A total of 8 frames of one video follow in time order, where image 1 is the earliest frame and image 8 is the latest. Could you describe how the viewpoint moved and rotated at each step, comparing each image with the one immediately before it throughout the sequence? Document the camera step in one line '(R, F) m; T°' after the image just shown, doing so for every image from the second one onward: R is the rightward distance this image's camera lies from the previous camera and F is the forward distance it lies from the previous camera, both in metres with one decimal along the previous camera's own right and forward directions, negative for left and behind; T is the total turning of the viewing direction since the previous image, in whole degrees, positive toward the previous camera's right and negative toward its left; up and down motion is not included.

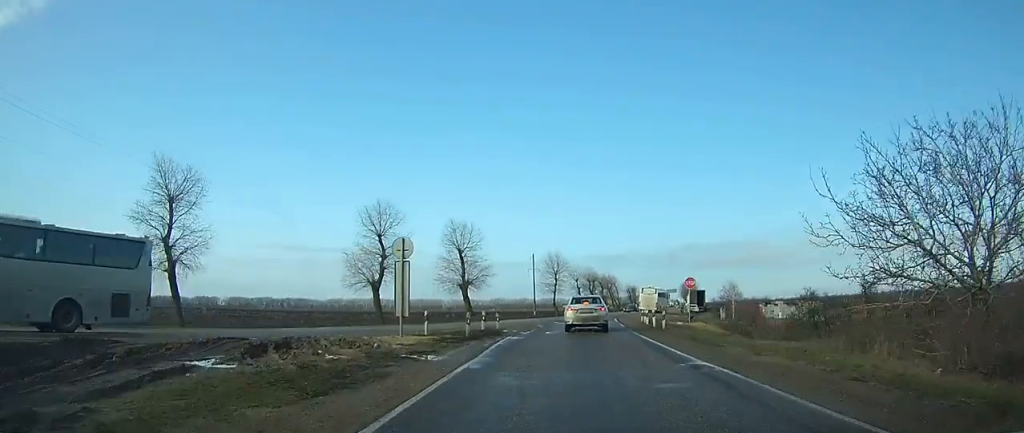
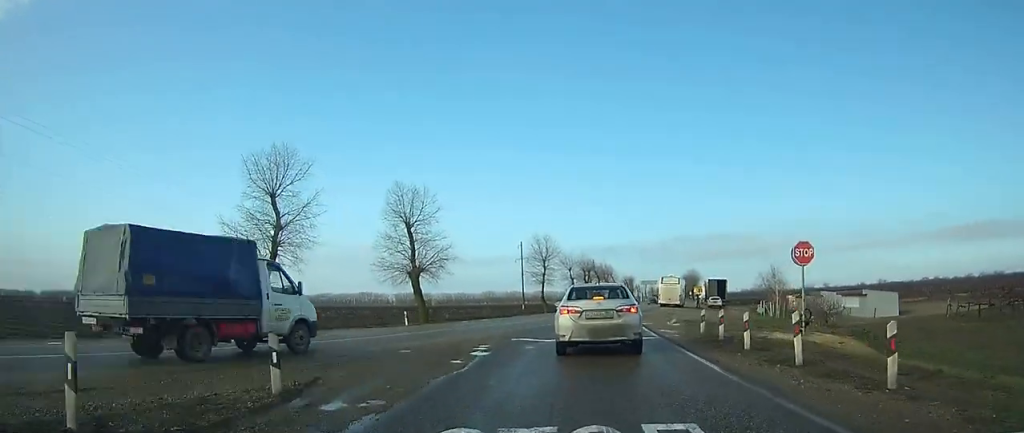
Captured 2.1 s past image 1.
(-0.2, +12.6) m; -4°
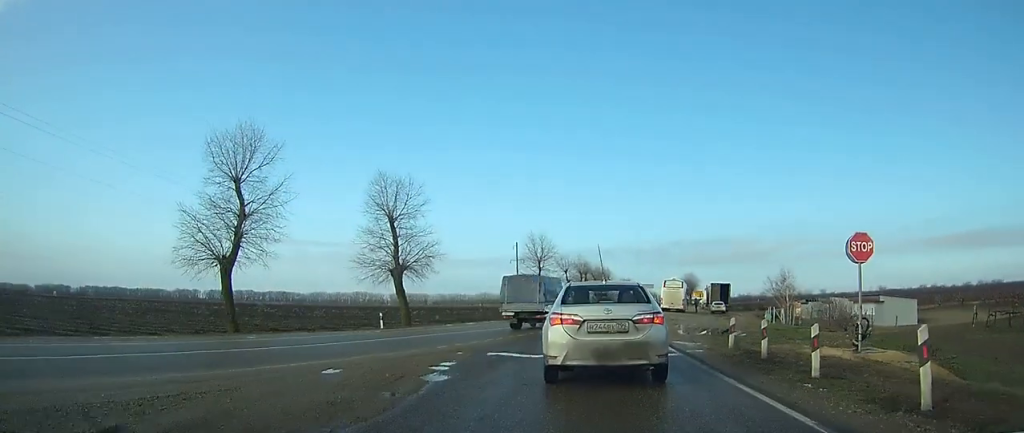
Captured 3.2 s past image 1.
(-0.3, +2.7) m; -3°
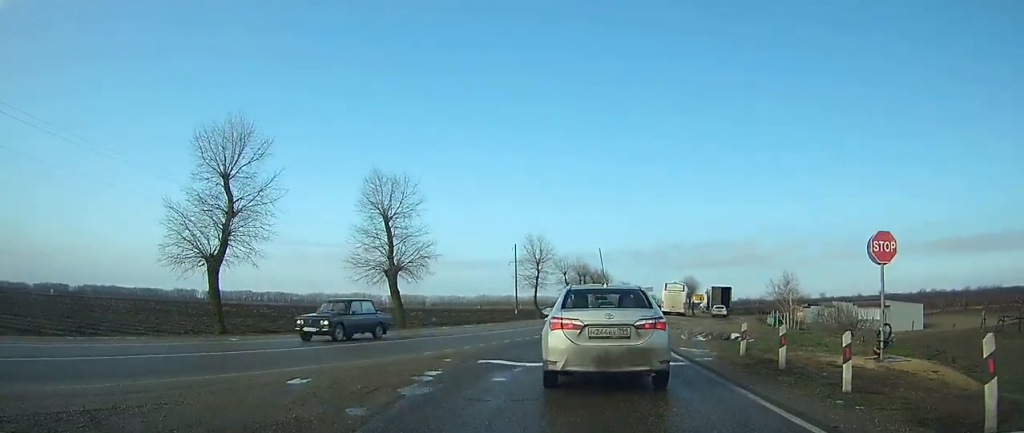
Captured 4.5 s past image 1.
(-0.1, +2.8) m; -2°
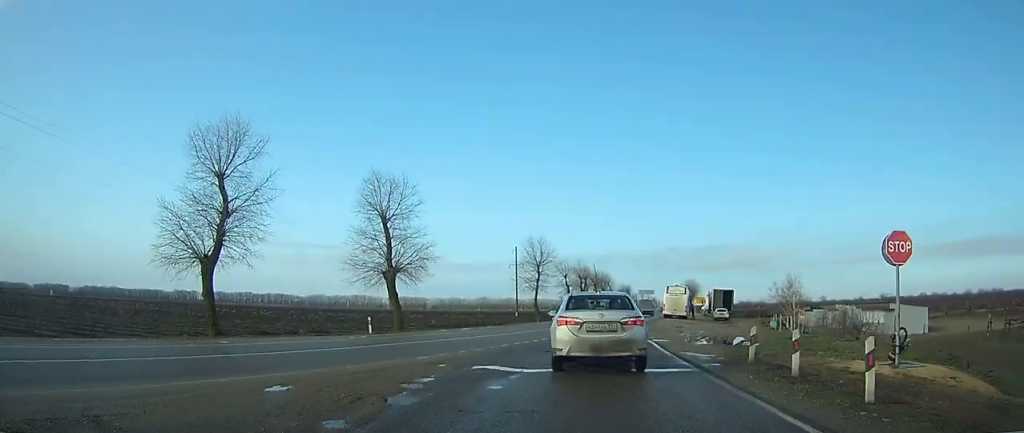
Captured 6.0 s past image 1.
(0.0, +2.0) m; +3°
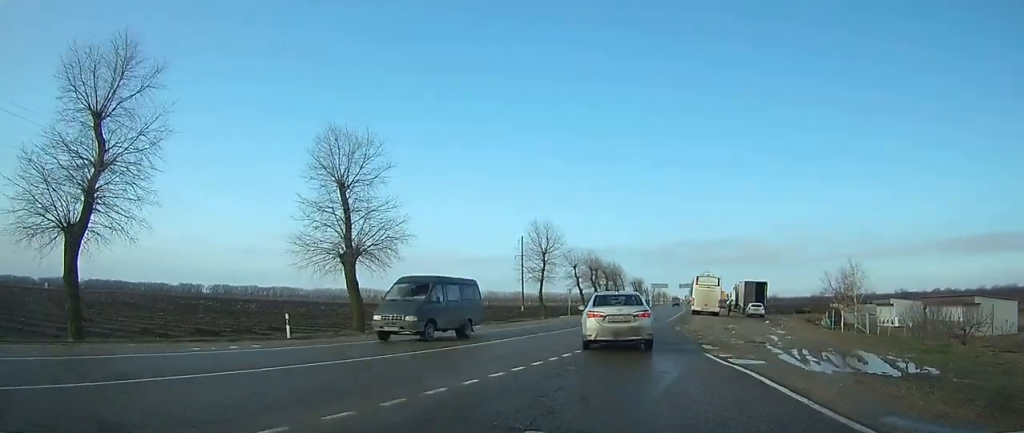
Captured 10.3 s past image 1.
(+0.7, +9.4) m; +9°
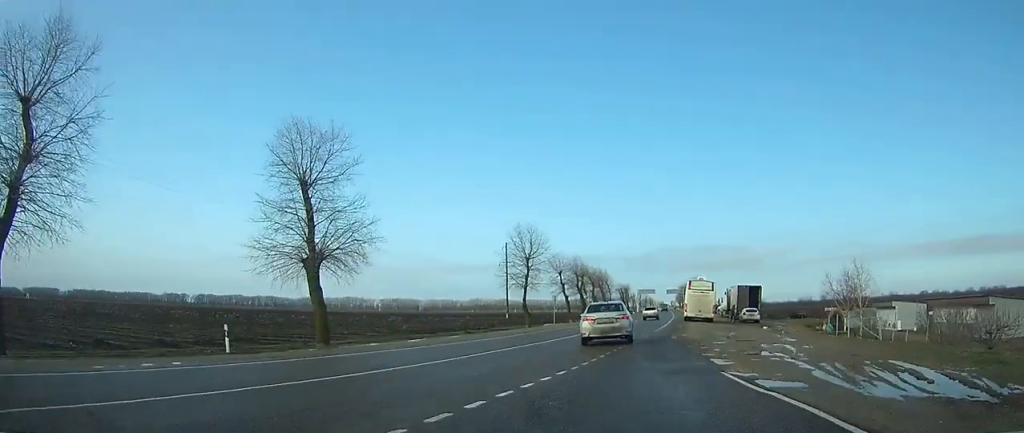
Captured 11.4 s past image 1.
(+0.3, +5.6) m; +1°
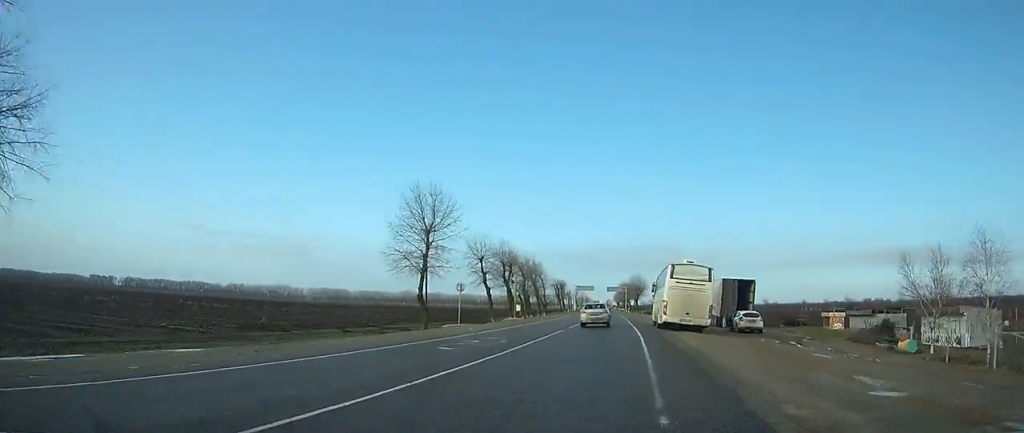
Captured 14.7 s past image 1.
(-1.9, +25.0) m; -5°
